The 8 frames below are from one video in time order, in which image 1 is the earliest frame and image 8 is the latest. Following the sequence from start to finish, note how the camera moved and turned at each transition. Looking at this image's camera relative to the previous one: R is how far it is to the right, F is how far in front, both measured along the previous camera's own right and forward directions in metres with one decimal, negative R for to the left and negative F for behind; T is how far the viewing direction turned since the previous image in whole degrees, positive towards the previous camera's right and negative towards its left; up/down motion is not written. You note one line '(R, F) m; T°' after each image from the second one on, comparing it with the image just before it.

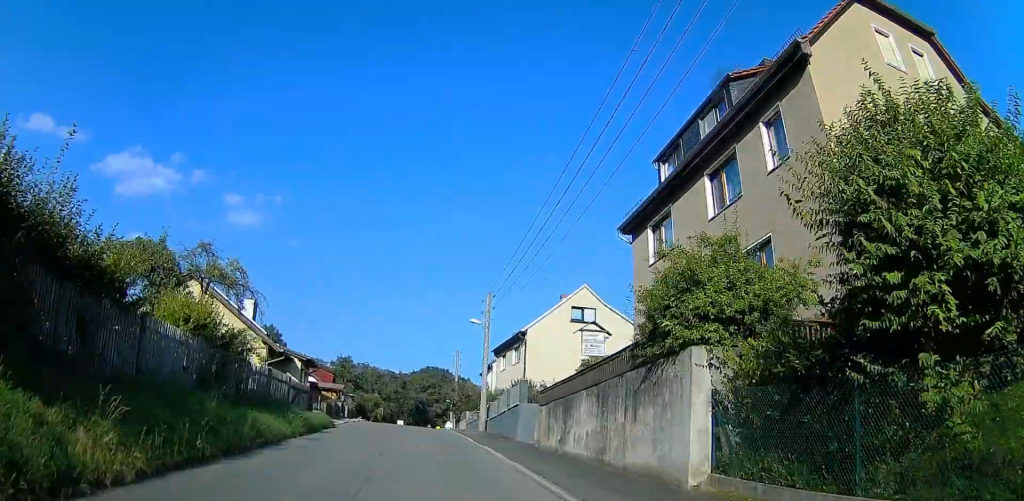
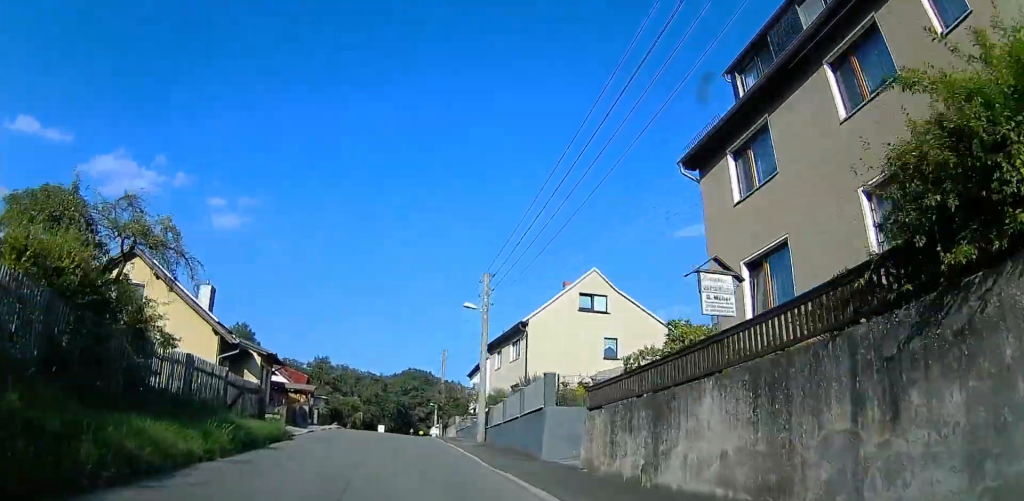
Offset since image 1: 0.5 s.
(+0.3, +6.8) m; 0°
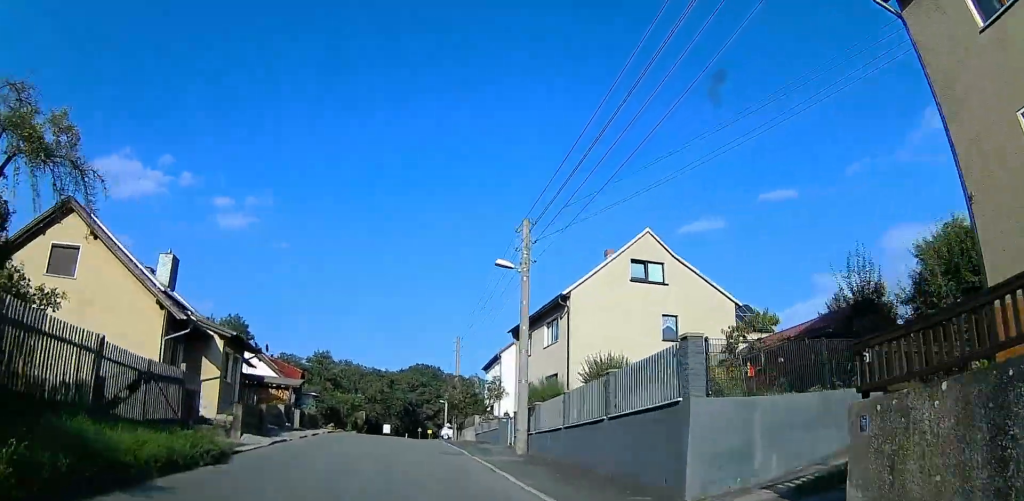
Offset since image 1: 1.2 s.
(-0.1, +8.4) m; -1°
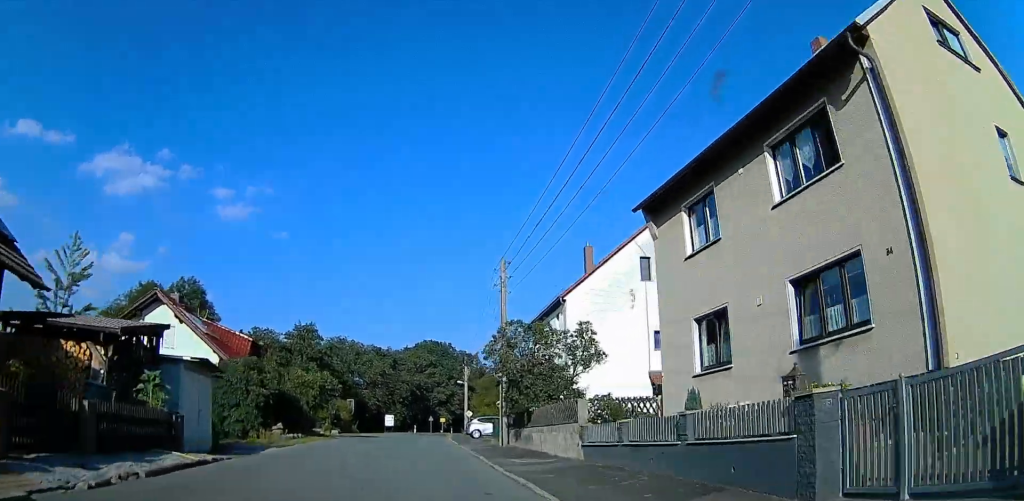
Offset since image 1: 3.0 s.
(-0.4, +23.0) m; 0°
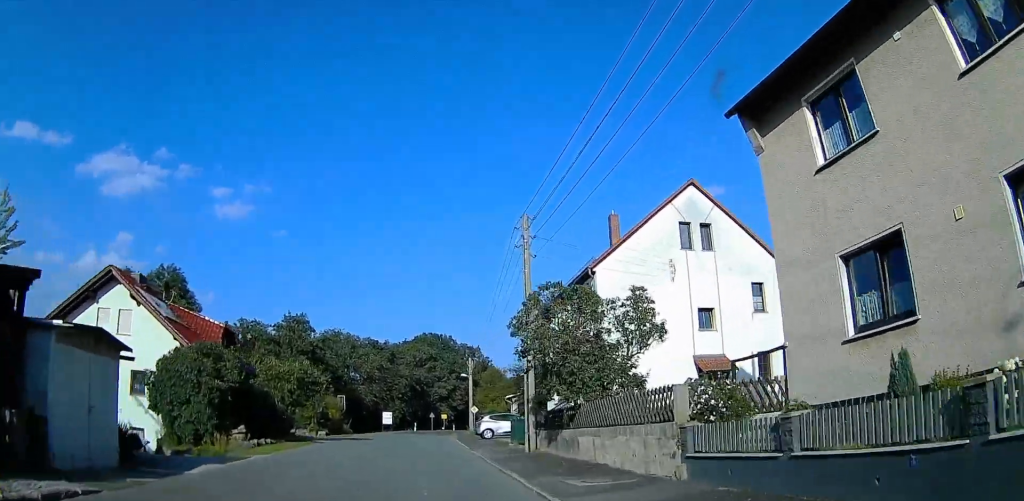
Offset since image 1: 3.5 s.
(-0.1, +6.2) m; +1°
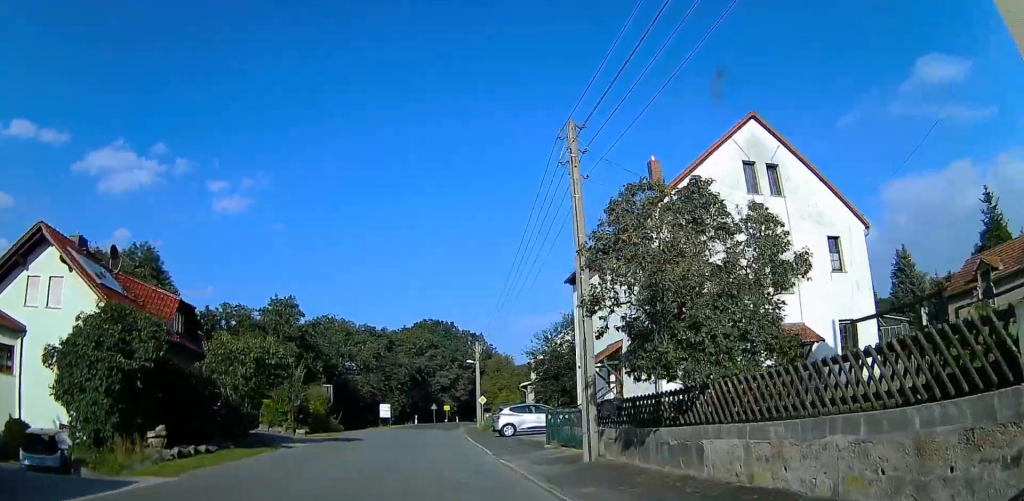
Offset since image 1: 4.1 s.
(+0.2, +7.0) m; +1°
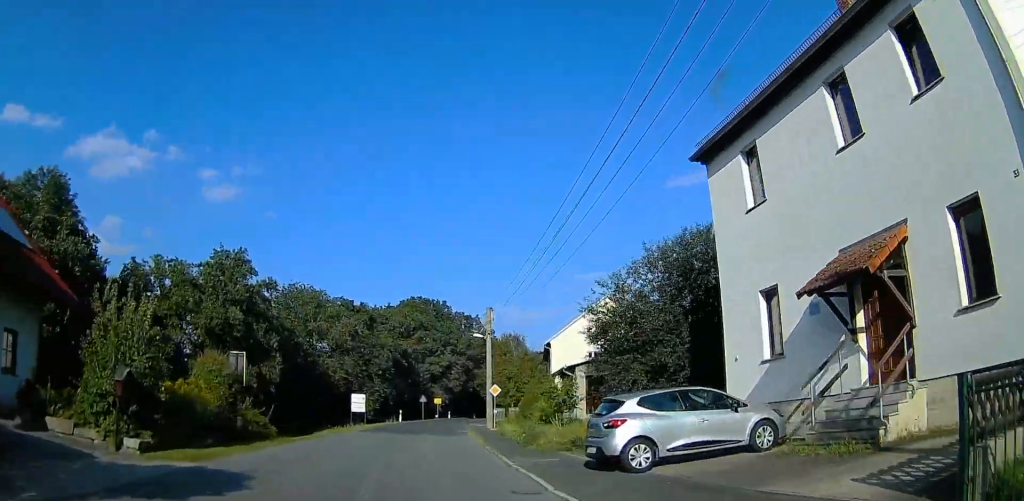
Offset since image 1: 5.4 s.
(+0.4, +15.9) m; +1°
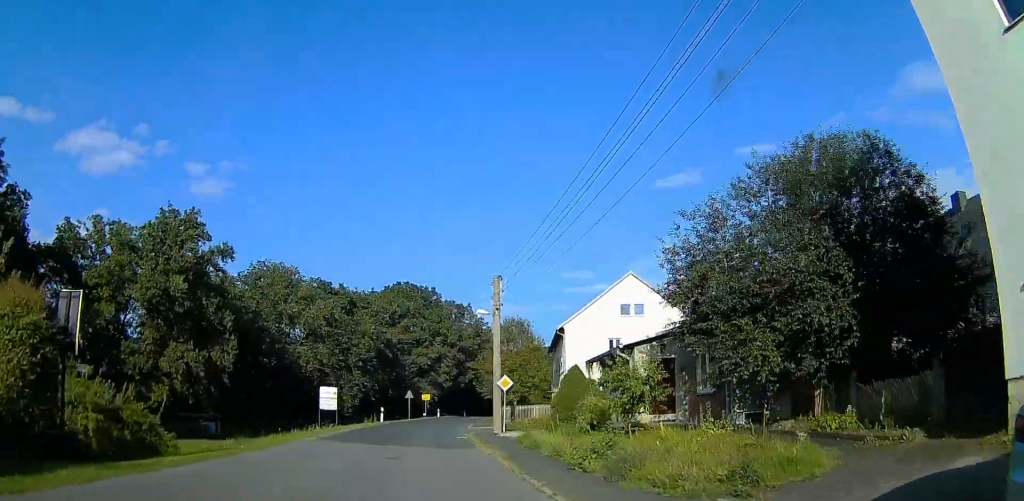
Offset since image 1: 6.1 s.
(0.0, +9.0) m; 0°
